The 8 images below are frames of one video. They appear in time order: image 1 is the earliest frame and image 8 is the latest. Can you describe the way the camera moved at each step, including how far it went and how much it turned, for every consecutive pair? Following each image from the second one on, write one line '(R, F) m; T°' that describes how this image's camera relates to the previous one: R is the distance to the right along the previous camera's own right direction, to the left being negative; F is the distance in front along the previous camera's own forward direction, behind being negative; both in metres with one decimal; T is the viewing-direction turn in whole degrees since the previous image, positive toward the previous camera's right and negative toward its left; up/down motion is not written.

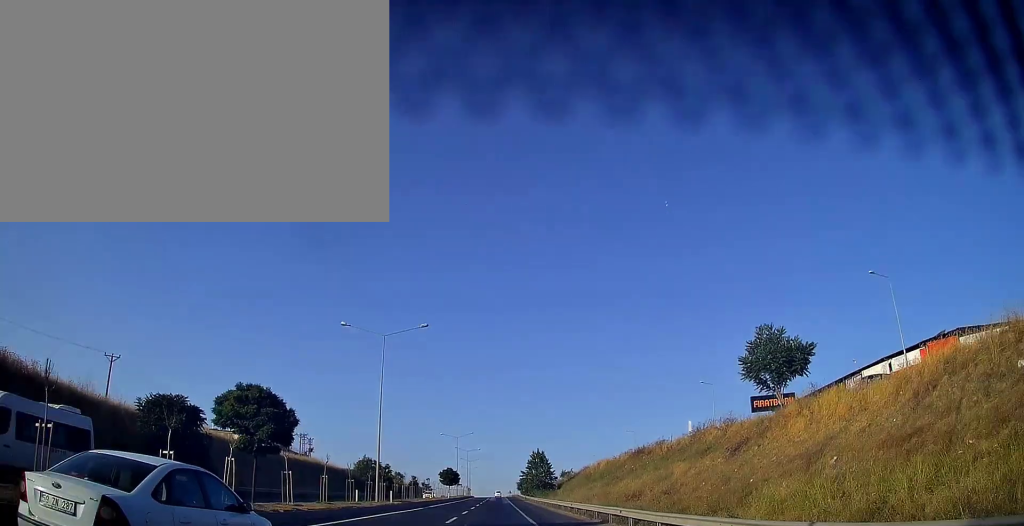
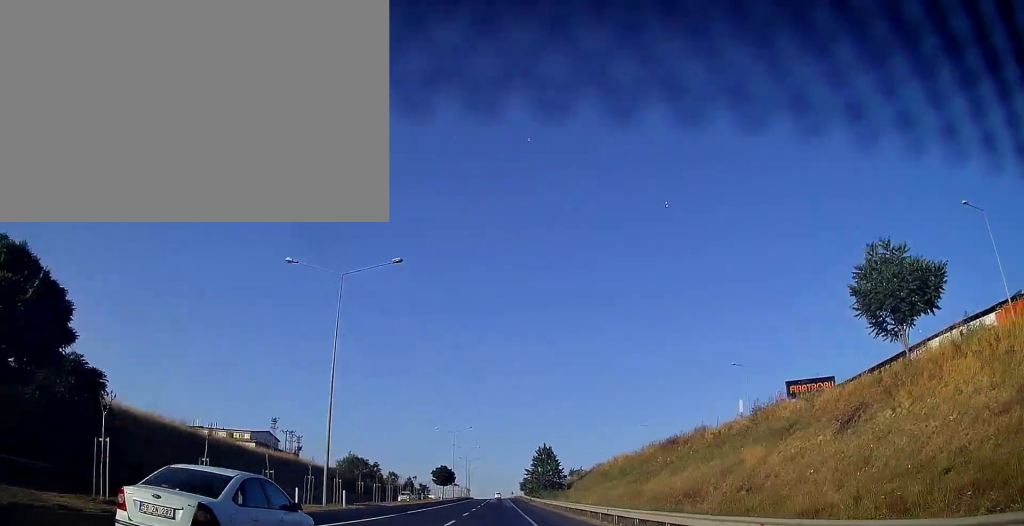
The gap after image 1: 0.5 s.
(0.0, +12.7) m; 0°
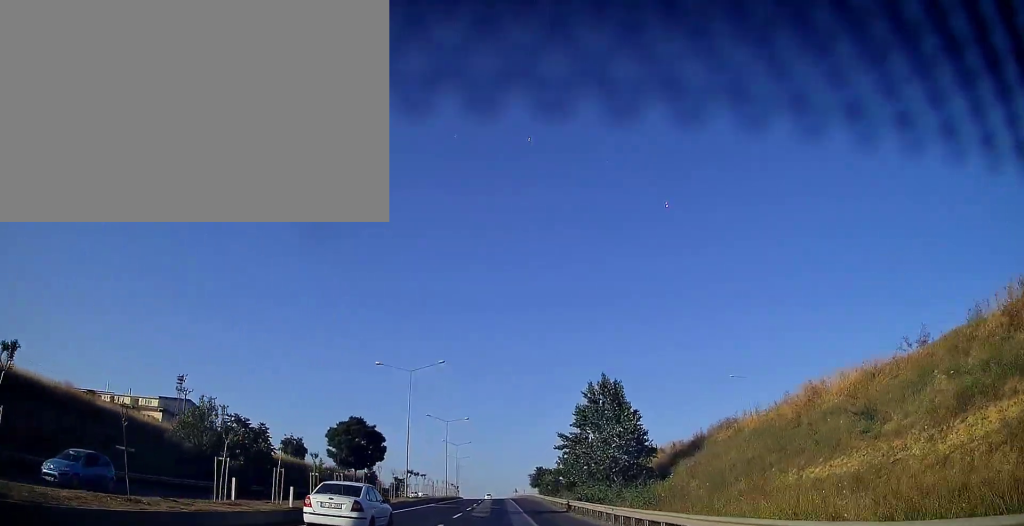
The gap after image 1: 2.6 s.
(-0.1, +53.3) m; 0°
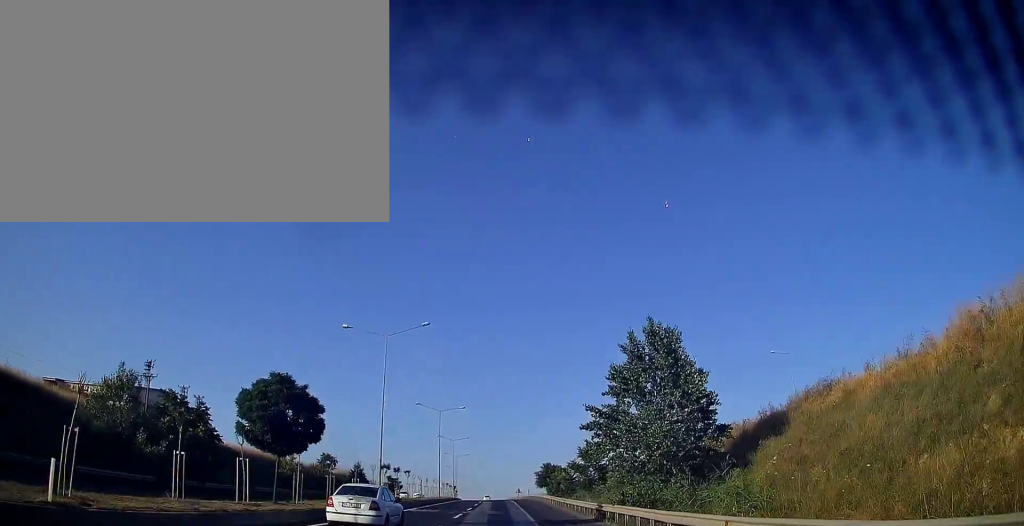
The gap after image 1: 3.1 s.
(0.0, +11.8) m; 0°
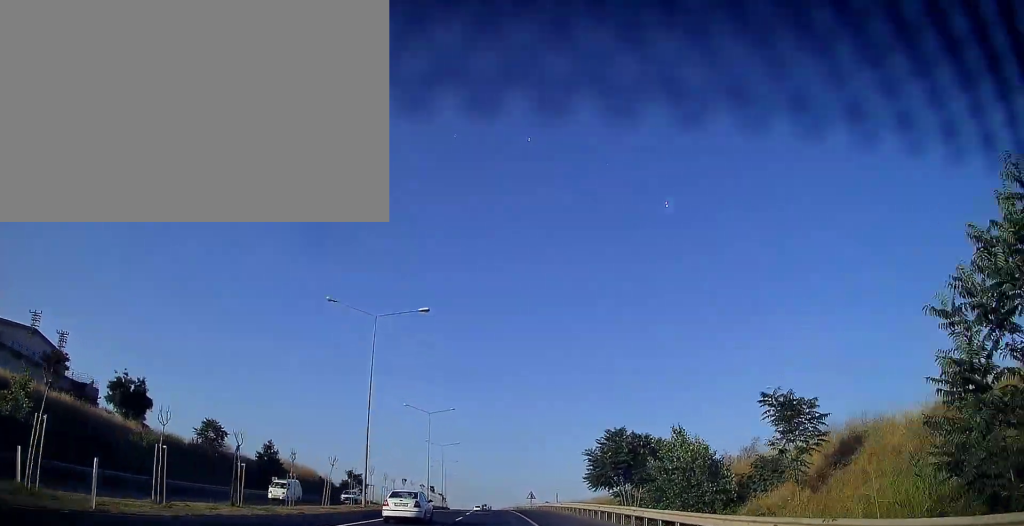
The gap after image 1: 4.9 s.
(-0.1, +47.0) m; 0°
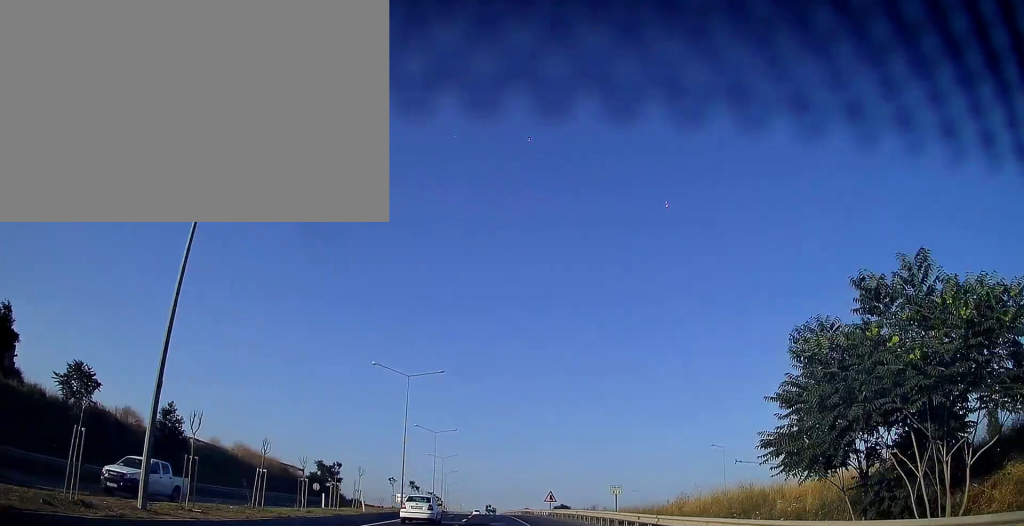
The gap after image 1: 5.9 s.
(0.0, +23.2) m; -1°
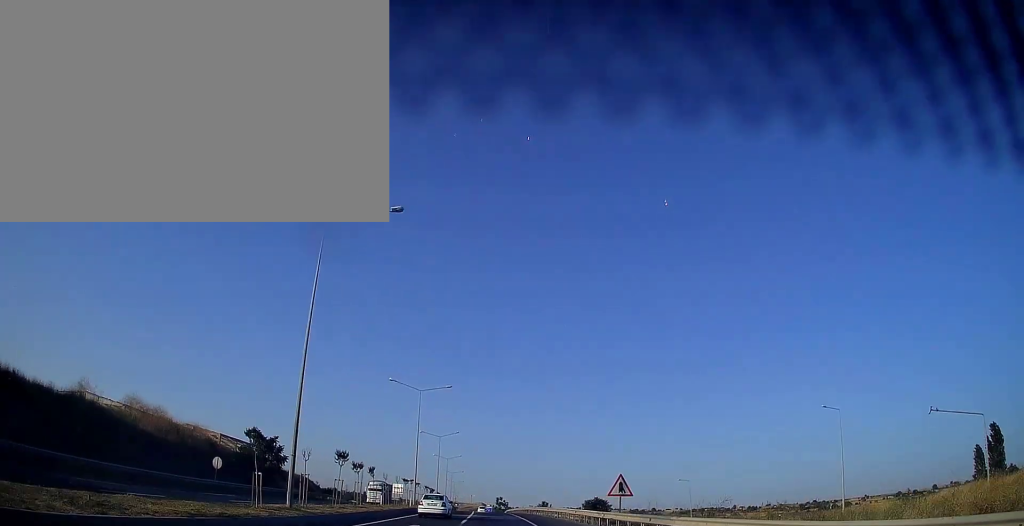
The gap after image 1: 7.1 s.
(-0.5, +30.5) m; -1°
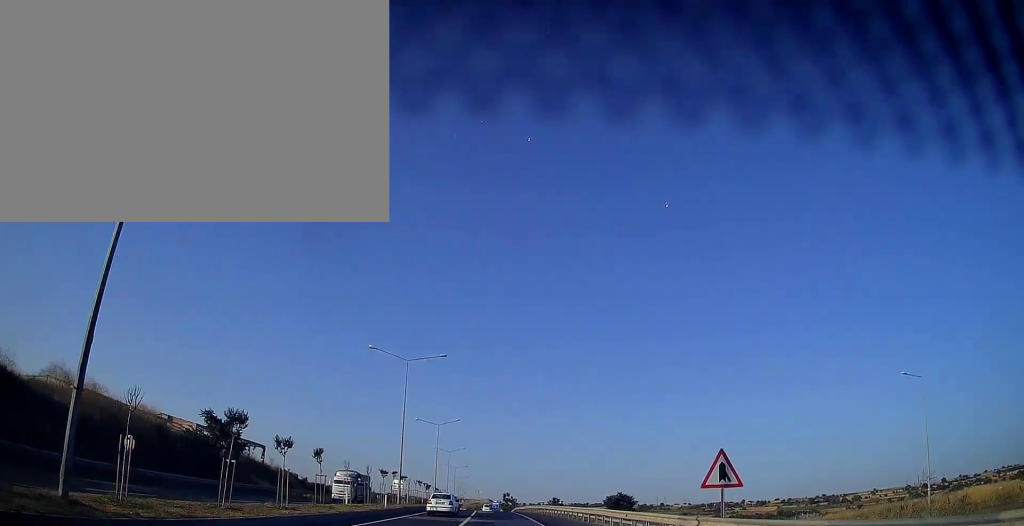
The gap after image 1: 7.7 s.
(+0.1, +13.9) m; 0°
